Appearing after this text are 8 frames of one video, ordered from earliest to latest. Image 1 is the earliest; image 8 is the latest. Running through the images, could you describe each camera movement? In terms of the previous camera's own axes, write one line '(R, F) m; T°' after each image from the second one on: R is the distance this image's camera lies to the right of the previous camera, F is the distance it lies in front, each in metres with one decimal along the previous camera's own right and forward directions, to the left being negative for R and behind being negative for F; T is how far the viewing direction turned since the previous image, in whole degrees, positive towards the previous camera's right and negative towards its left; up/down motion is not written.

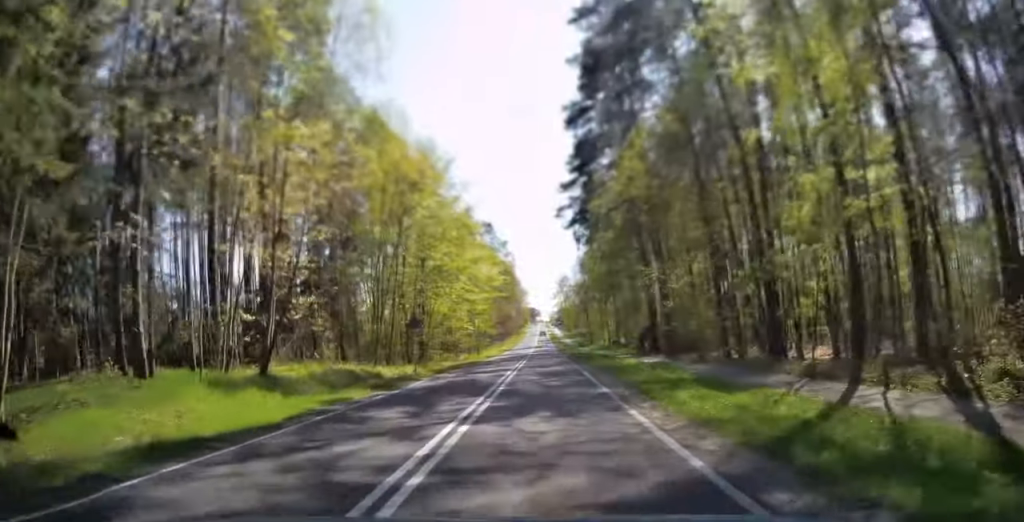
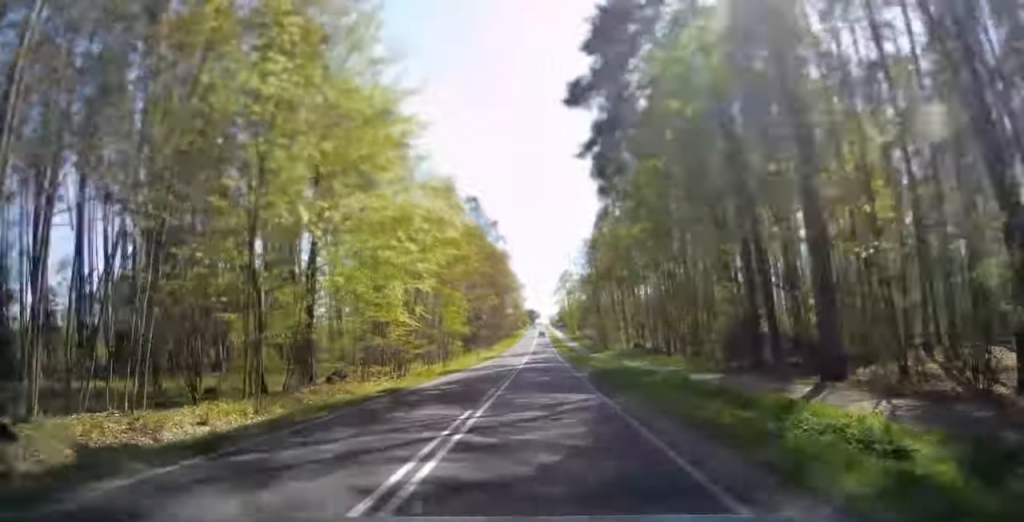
(-0.1, +24.4) m; 0°
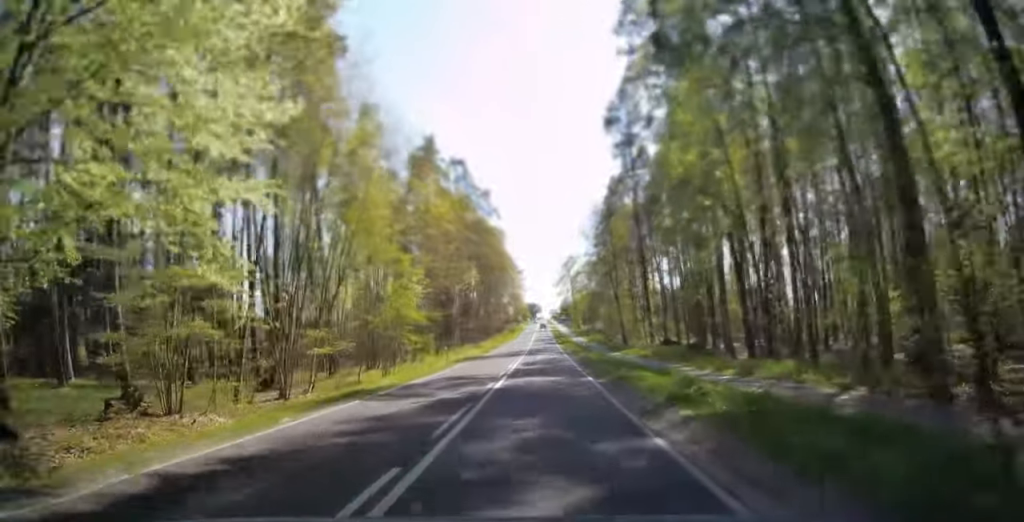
(+0.1, +18.2) m; 0°
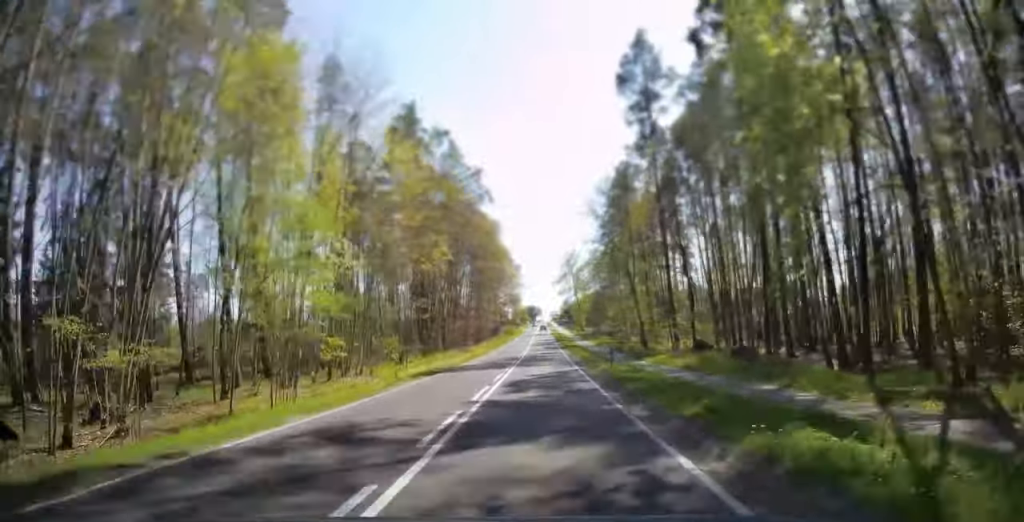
(0.0, +12.6) m; 0°
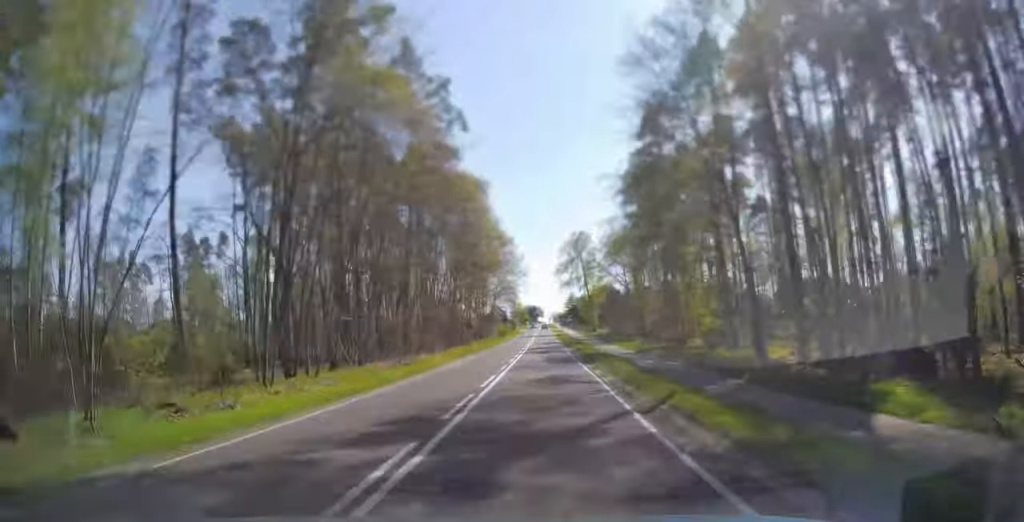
(+0.1, +27.7) m; 0°
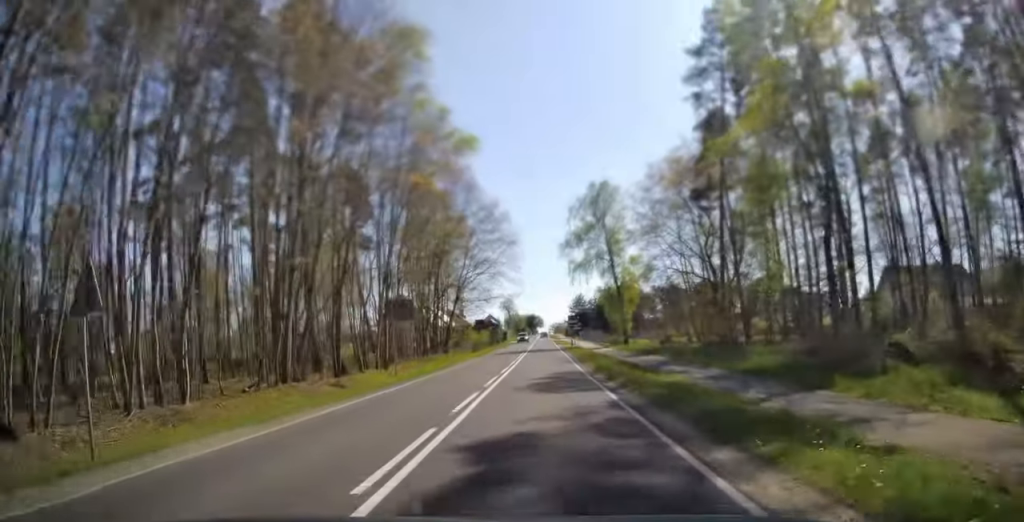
(0.0, +41.0) m; 0°
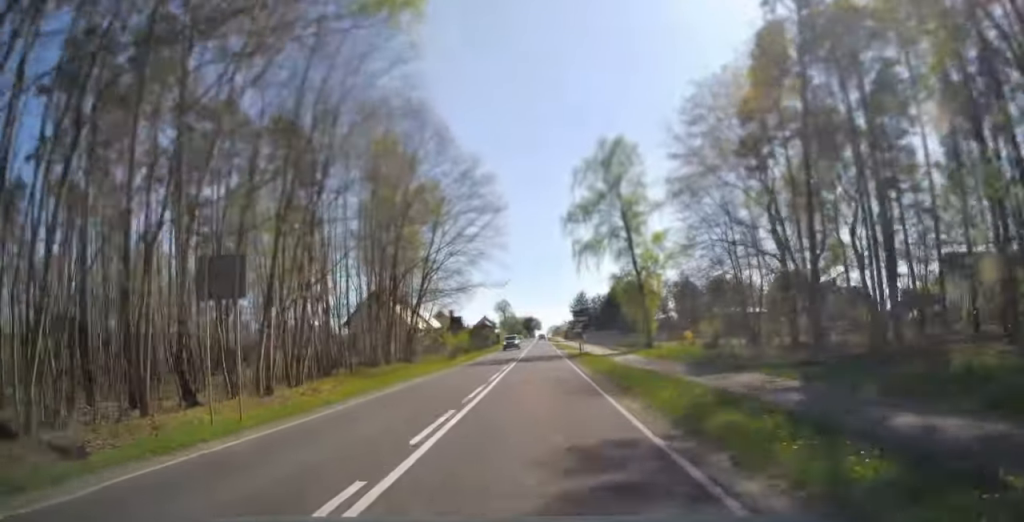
(-0.1, +15.3) m; 0°
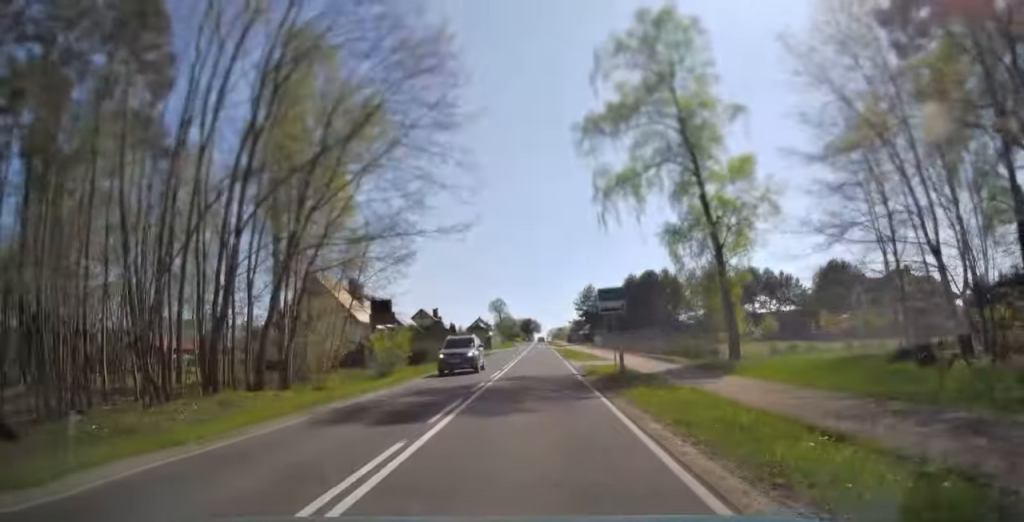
(0.0, +21.7) m; 0°
